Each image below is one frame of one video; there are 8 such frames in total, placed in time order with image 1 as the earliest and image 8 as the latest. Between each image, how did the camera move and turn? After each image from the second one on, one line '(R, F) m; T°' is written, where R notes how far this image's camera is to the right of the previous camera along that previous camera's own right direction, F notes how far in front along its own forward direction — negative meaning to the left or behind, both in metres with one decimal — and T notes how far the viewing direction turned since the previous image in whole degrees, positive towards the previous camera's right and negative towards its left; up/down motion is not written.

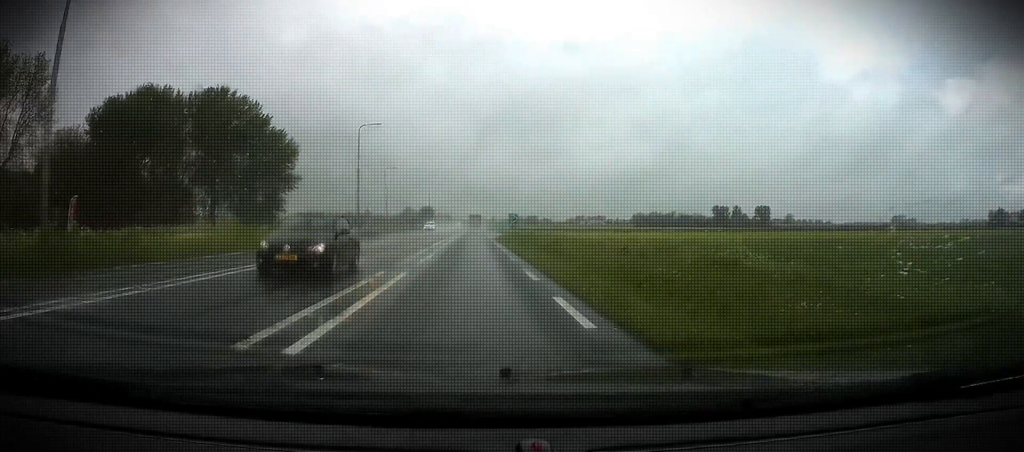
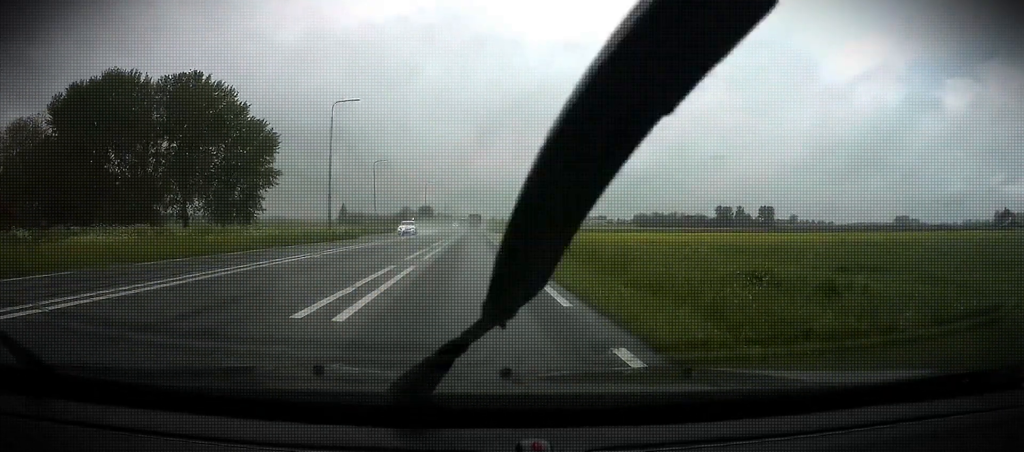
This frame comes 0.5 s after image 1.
(+0.2, +9.9) m; 0°
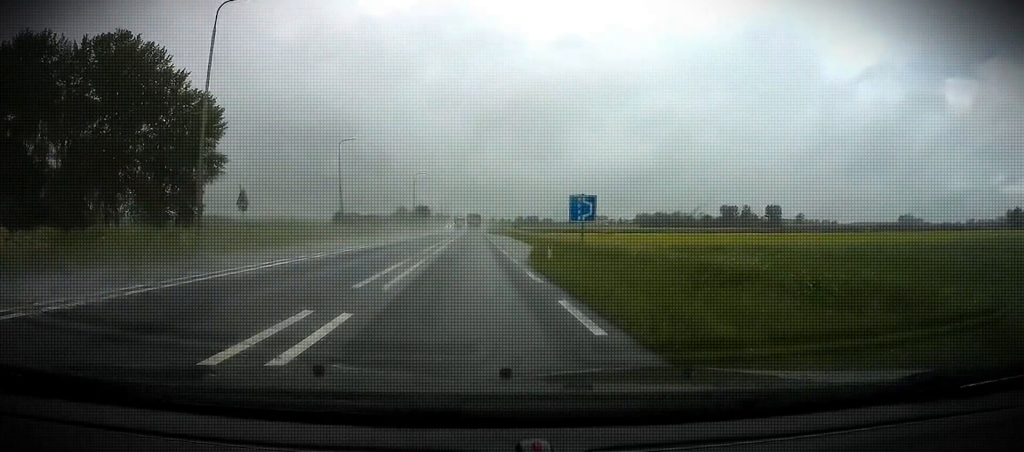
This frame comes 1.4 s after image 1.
(+0.1, +20.6) m; 0°
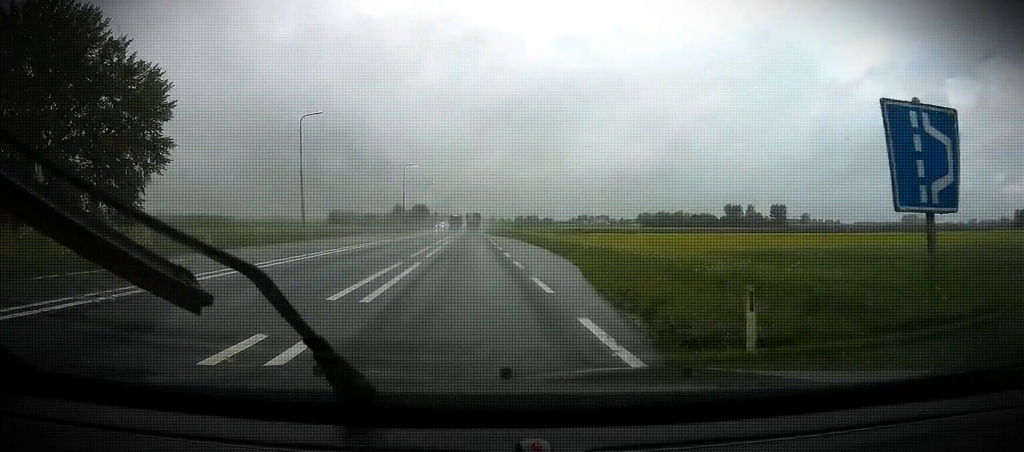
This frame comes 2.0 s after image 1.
(-0.3, +13.4) m; 0°
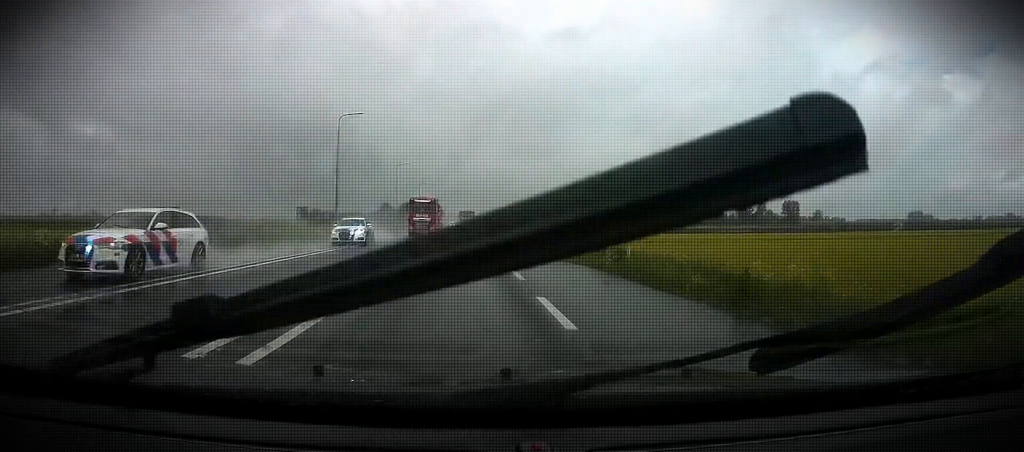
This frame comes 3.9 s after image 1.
(0.0, +40.0) m; -1°
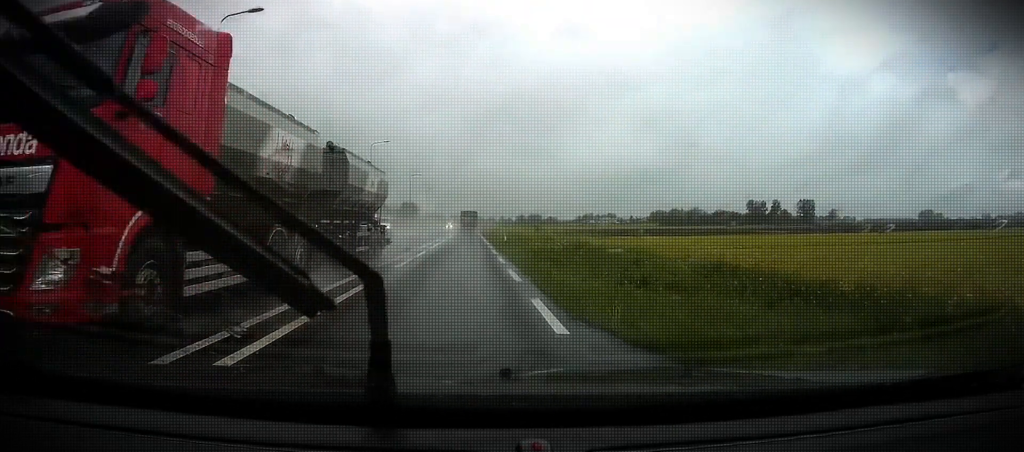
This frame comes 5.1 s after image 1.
(-0.1, +24.4) m; 0°
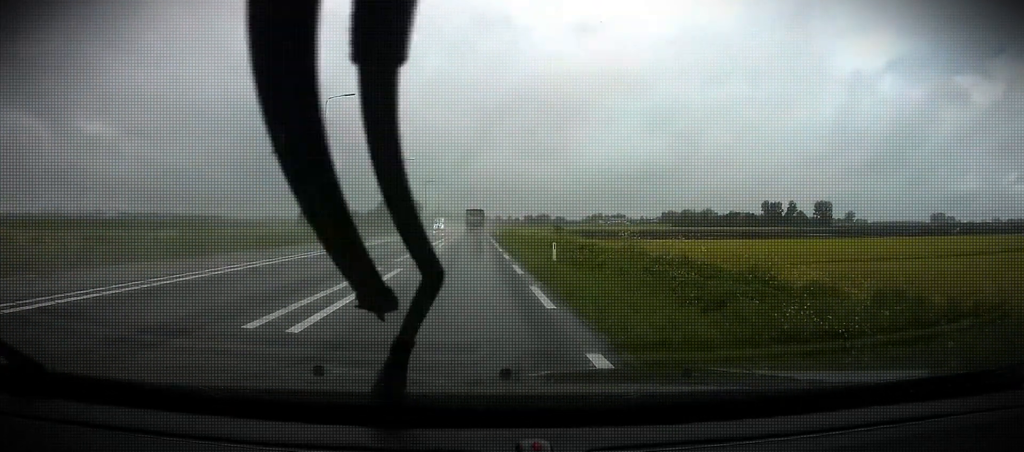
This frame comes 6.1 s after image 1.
(0.0, +21.5) m; 0°
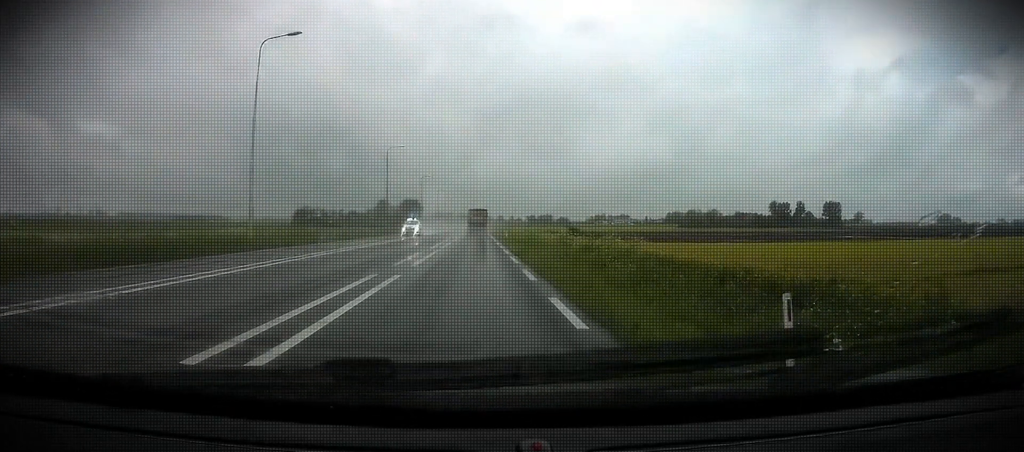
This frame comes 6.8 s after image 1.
(0.0, +13.6) m; +1°
